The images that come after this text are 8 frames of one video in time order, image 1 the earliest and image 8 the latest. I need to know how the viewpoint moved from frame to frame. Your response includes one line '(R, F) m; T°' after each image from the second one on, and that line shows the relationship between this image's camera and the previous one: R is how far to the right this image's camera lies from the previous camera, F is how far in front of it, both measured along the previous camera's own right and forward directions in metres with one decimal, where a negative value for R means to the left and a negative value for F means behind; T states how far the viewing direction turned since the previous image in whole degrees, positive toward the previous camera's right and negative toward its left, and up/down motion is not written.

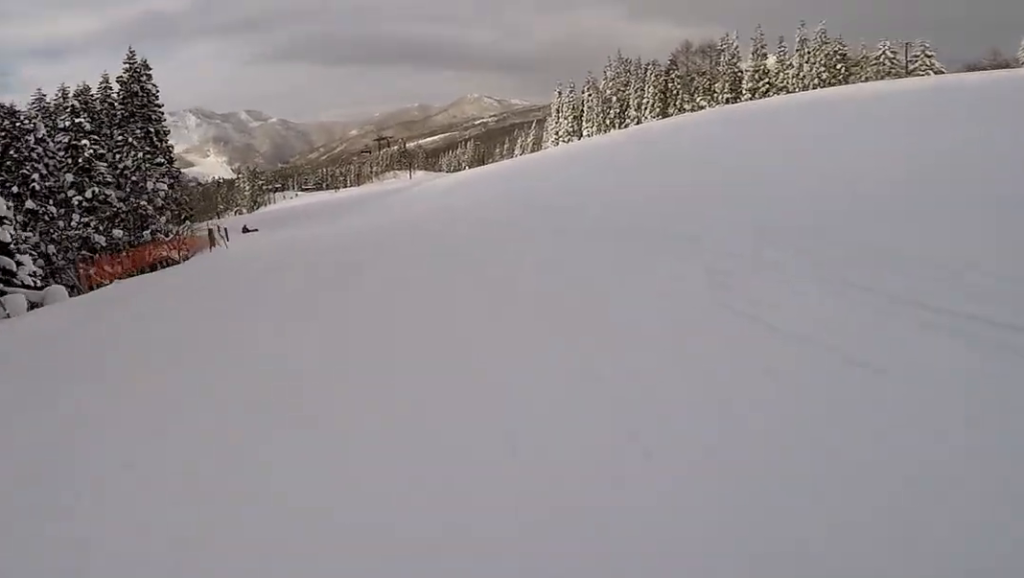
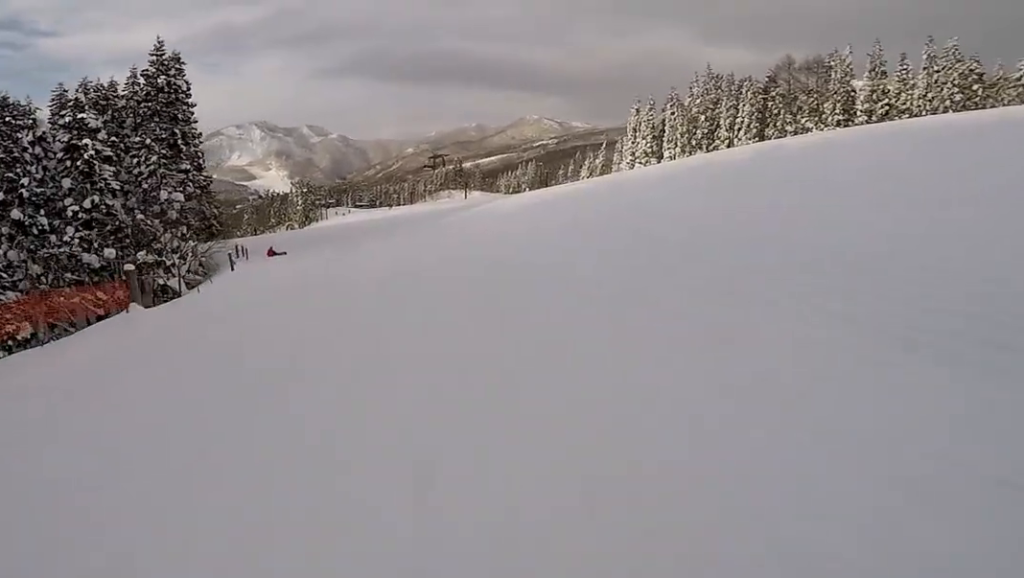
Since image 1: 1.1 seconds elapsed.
(-0.7, +8.6) m; -9°
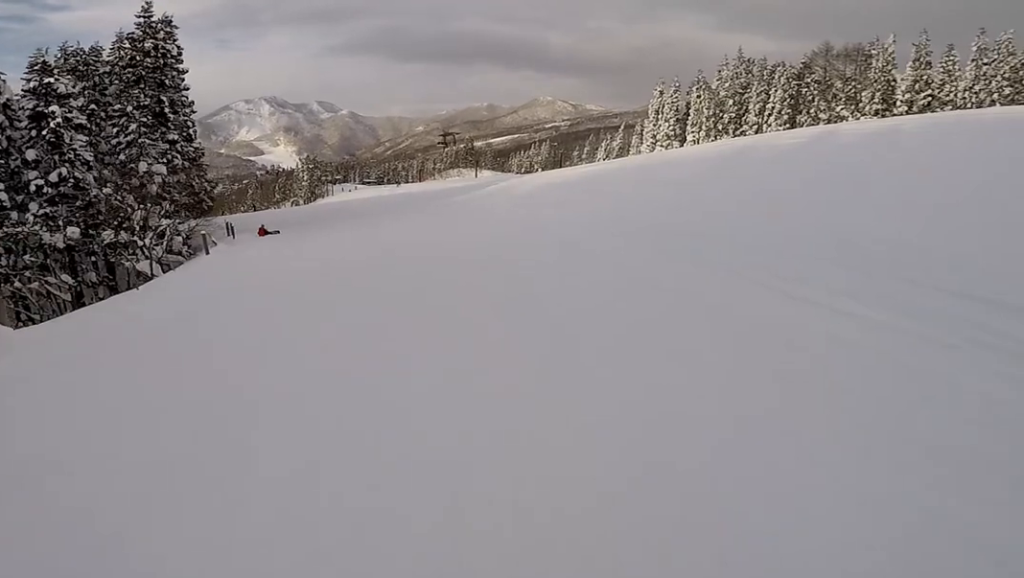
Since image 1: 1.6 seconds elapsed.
(-0.2, +3.6) m; -3°
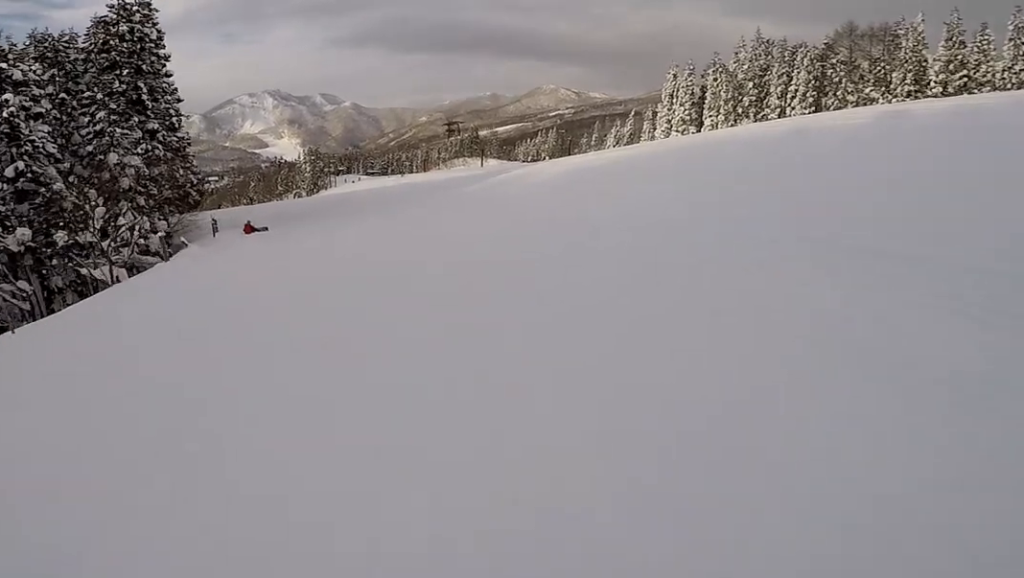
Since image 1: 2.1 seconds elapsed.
(-0.1, +4.1) m; -1°
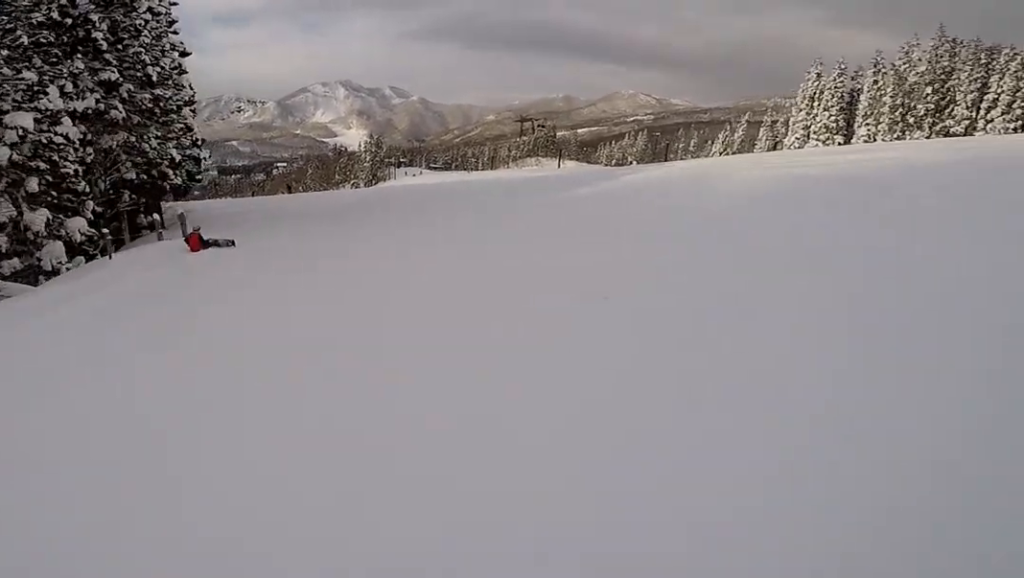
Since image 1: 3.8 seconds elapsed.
(-0.1, +14.0) m; -1°
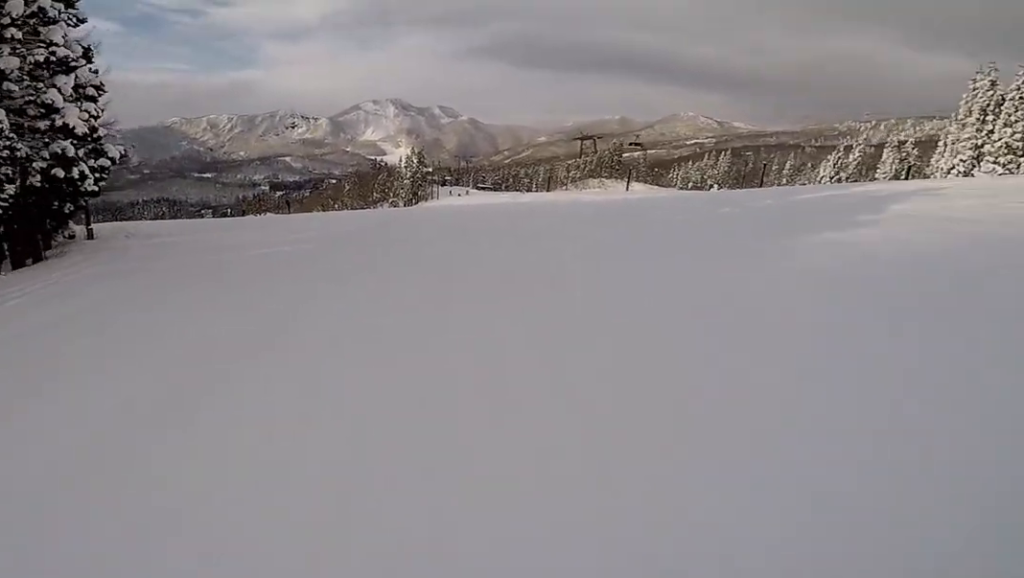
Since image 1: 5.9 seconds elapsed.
(0.0, +16.3) m; -5°
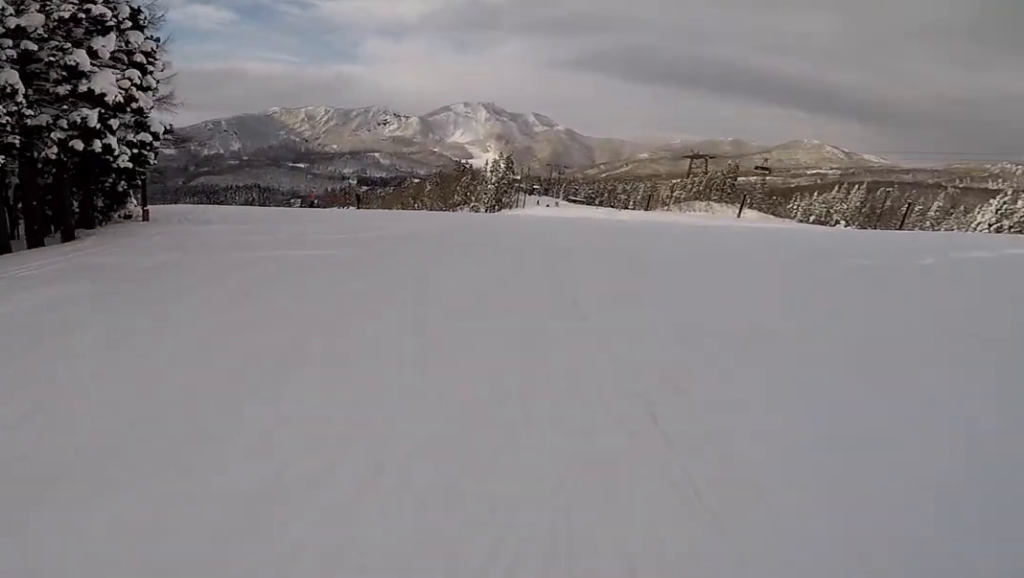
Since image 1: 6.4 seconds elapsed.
(+0.2, +4.2) m; -10°
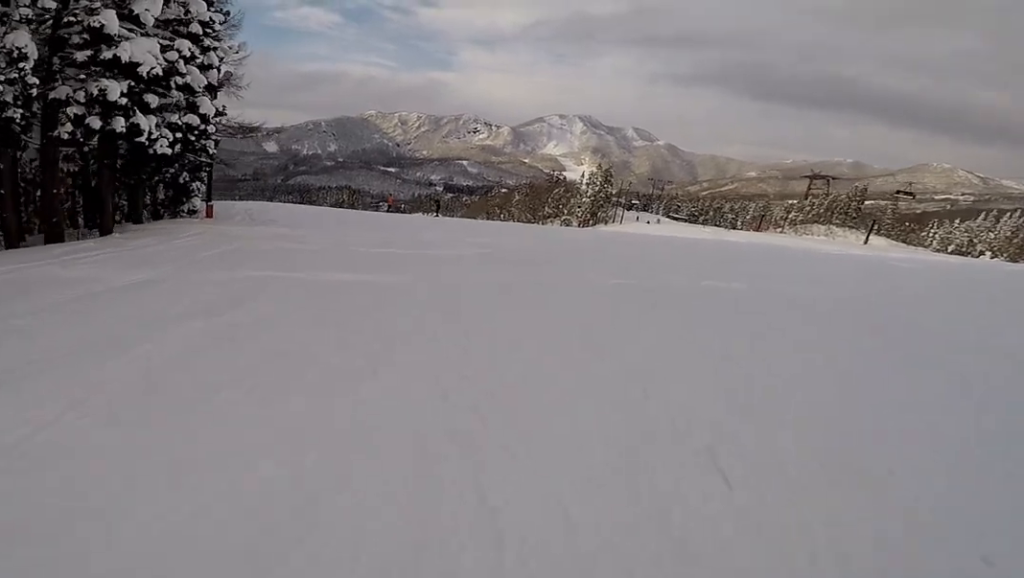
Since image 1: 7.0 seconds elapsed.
(-0.5, +4.2) m; -8°
